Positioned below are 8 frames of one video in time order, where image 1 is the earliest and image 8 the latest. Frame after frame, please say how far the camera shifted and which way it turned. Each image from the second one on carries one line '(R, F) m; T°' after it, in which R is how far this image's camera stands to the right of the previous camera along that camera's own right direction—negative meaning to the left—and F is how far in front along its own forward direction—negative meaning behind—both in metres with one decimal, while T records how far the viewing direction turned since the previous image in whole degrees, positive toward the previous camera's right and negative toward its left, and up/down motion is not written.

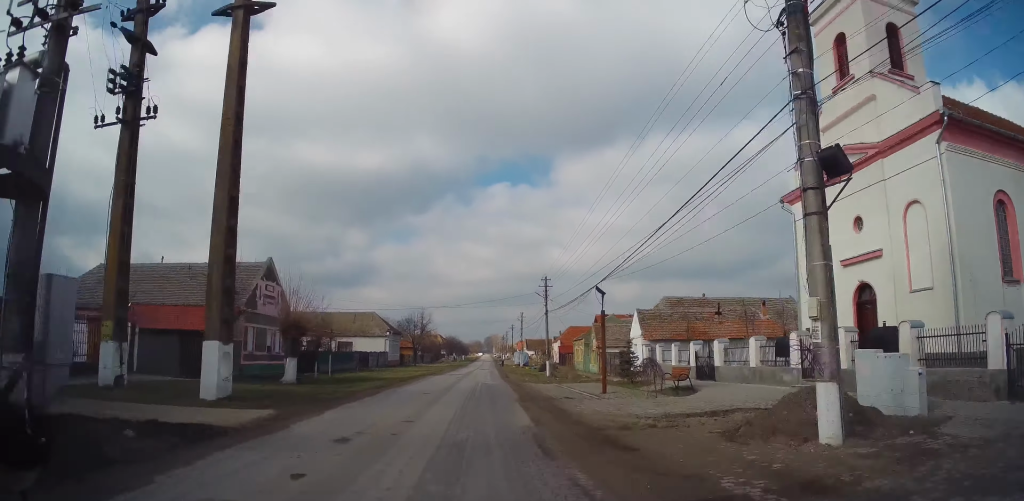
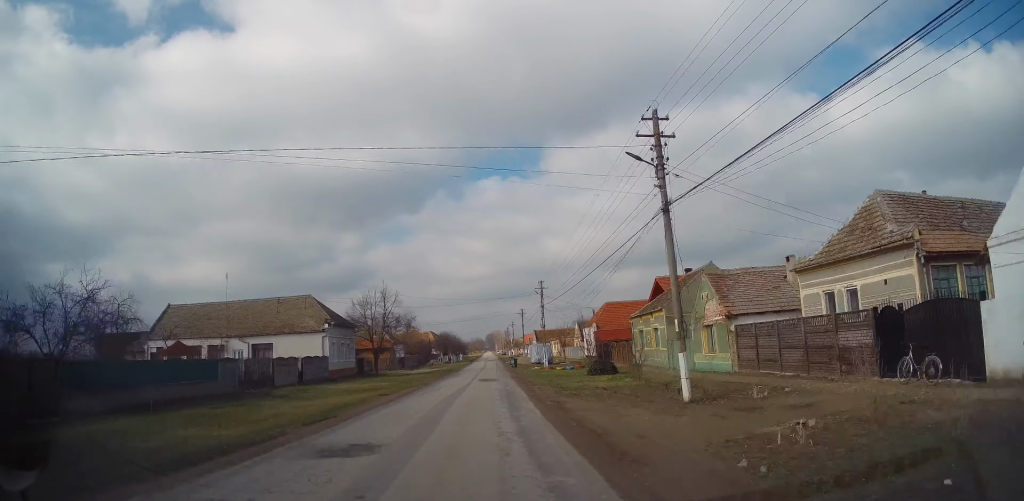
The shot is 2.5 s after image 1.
(-0.1, +29.1) m; 0°
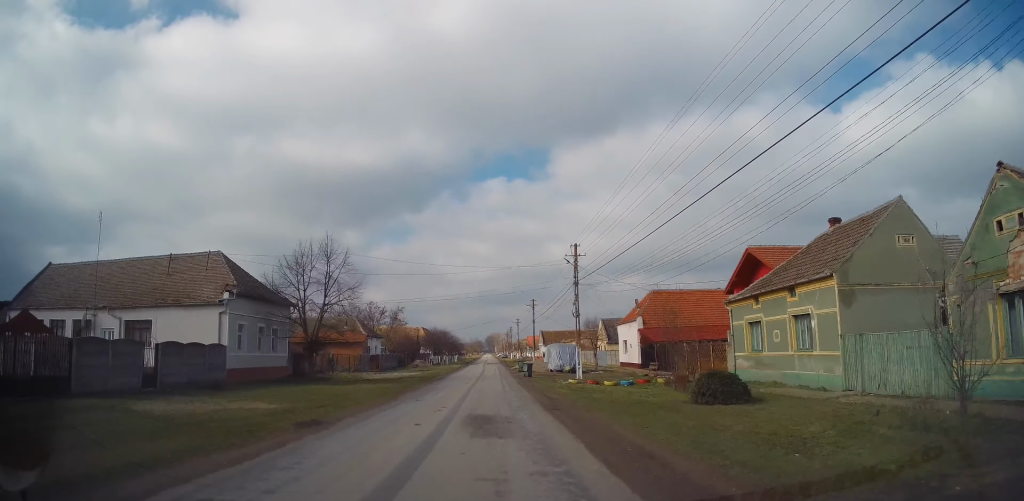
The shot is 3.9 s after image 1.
(0.0, +18.1) m; 0°
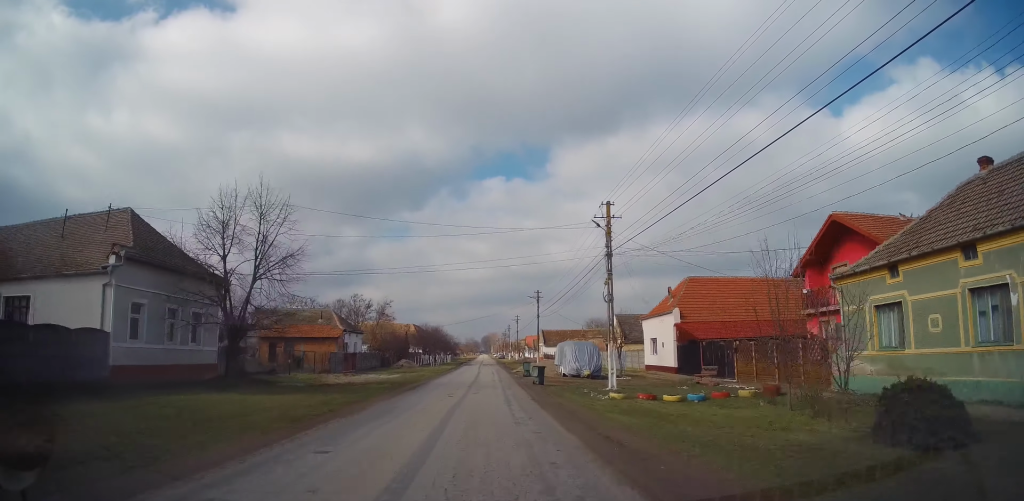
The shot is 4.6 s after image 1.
(0.0, +9.2) m; 0°
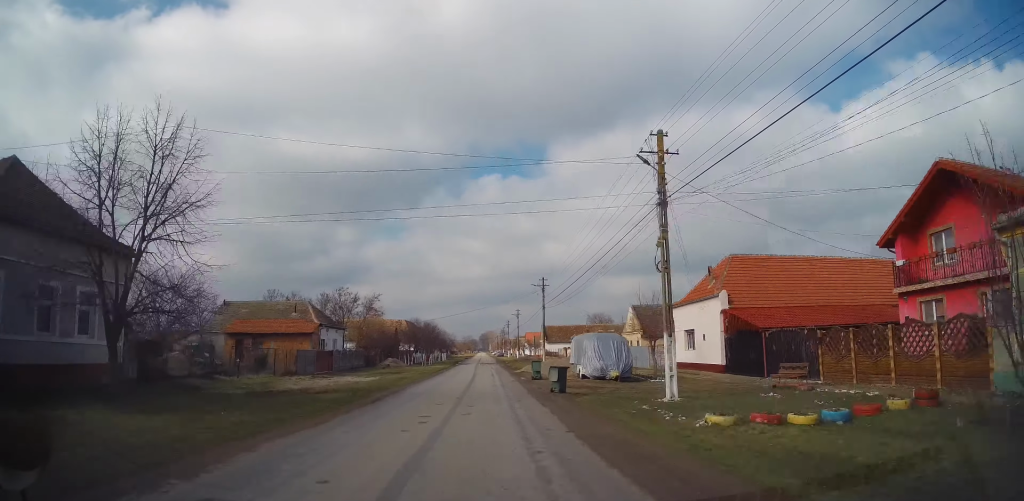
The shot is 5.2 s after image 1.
(0.0, +7.5) m; 0°
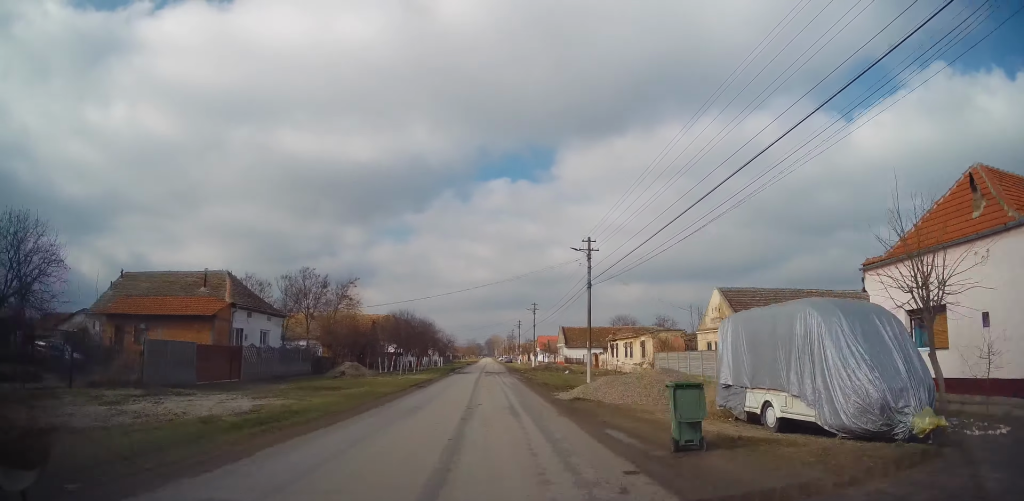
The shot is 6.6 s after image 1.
(+0.3, +18.8) m; +1°
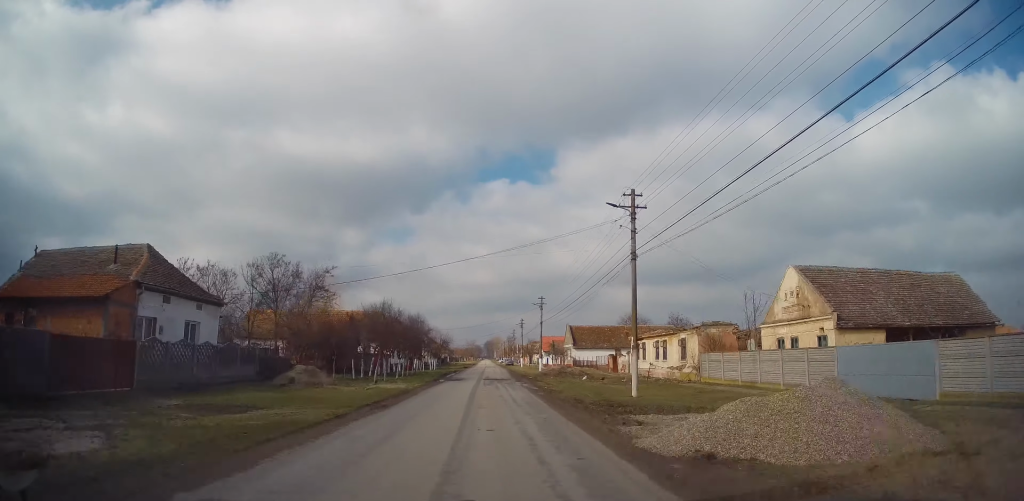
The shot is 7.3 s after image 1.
(0.0, +9.3) m; 0°
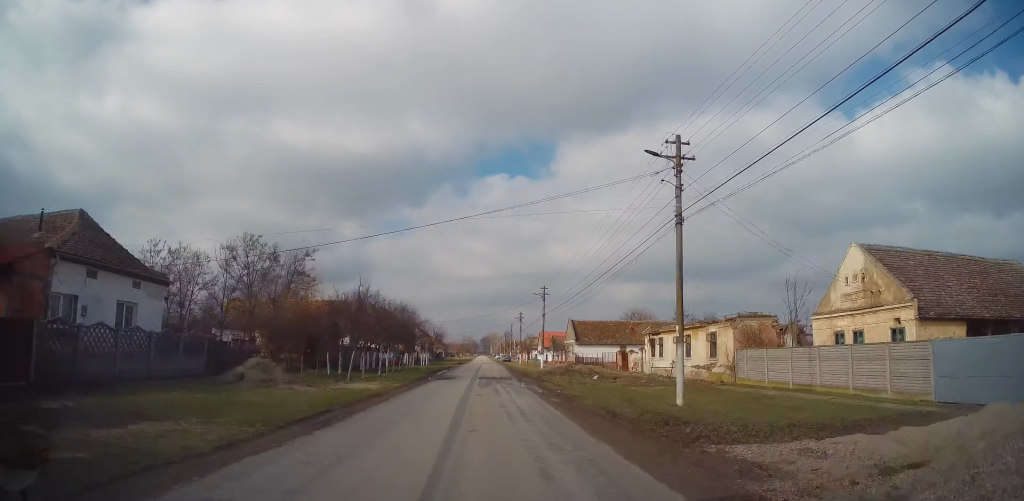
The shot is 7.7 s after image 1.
(-0.1, +5.3) m; 0°
